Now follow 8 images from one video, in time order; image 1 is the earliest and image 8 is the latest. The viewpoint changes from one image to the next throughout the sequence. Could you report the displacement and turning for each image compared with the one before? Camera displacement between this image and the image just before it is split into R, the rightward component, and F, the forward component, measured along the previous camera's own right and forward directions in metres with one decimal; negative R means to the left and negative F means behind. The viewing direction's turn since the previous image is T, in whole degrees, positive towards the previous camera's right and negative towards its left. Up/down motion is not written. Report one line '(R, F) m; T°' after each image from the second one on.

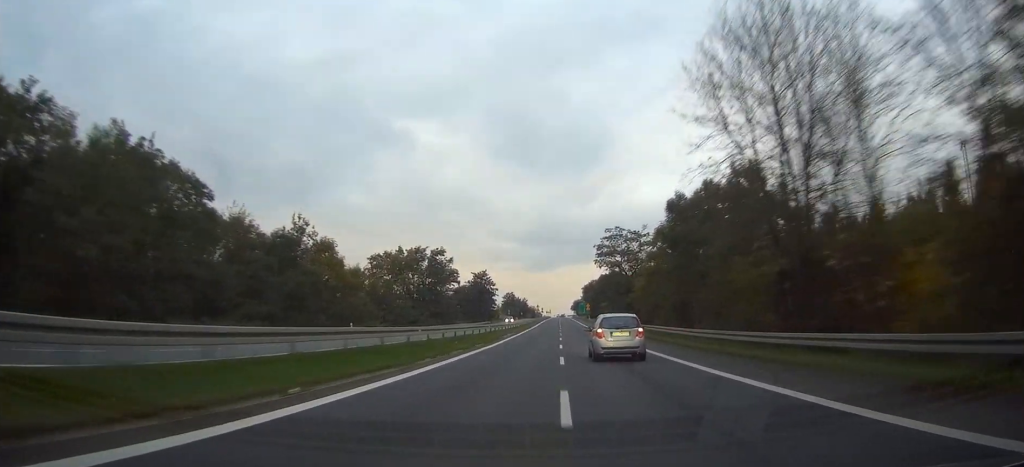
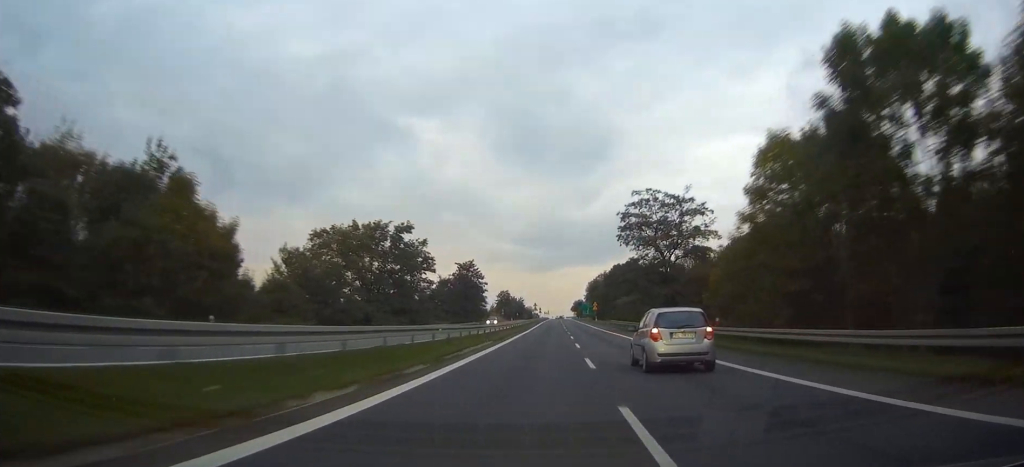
(-0.2, +26.5) m; -1°
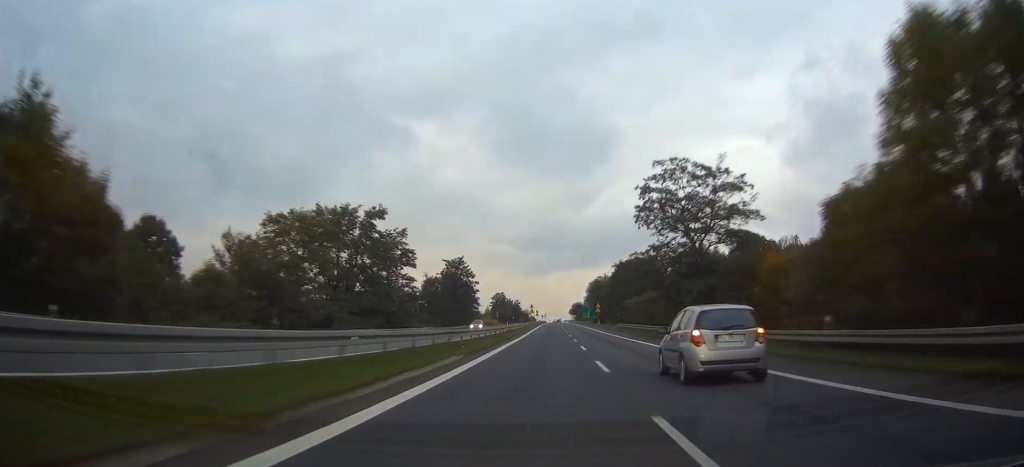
(-0.1, +13.0) m; 0°
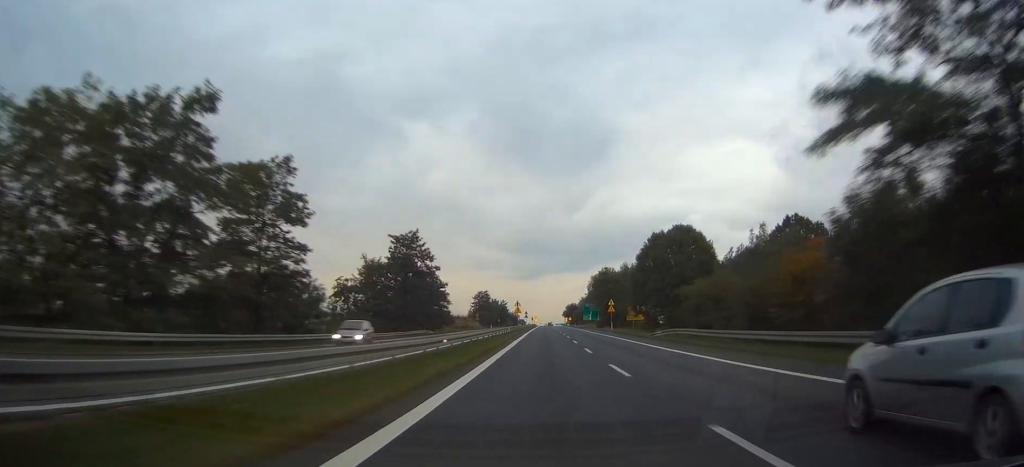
(+0.1, +36.4) m; 0°
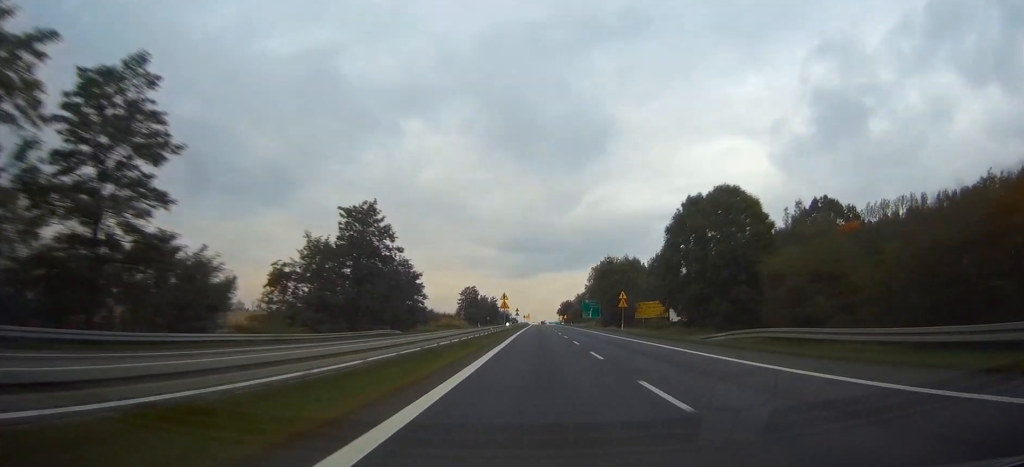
(+0.1, +18.4) m; +1°
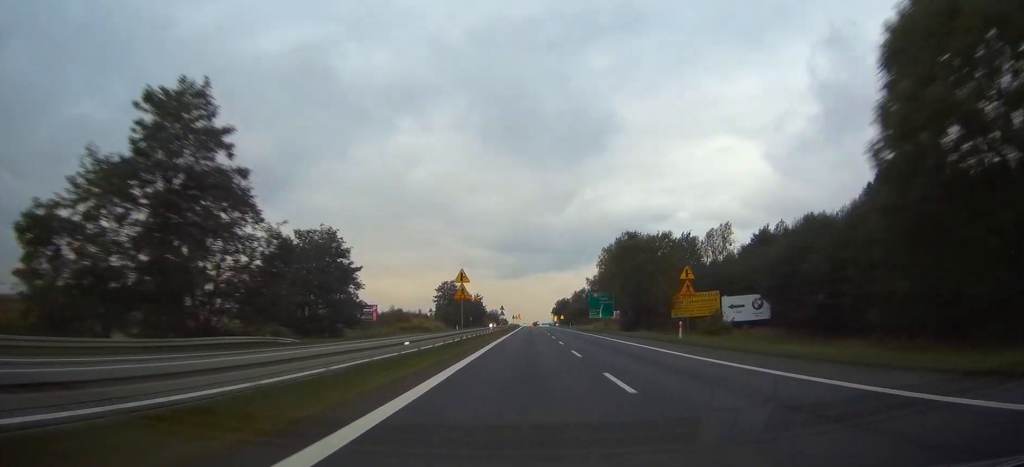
(+0.3, +33.4) m; +1°
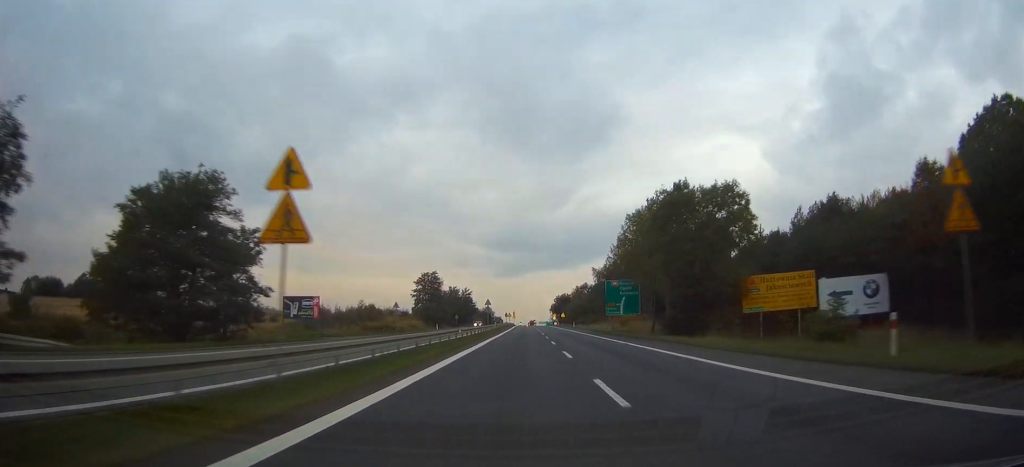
(+0.2, +25.8) m; +1°
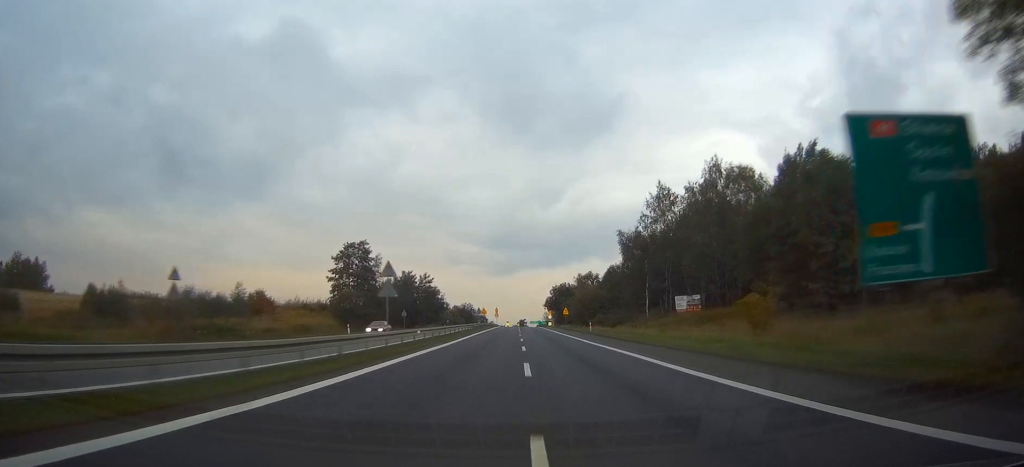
(+0.3, +55.0) m; 0°
